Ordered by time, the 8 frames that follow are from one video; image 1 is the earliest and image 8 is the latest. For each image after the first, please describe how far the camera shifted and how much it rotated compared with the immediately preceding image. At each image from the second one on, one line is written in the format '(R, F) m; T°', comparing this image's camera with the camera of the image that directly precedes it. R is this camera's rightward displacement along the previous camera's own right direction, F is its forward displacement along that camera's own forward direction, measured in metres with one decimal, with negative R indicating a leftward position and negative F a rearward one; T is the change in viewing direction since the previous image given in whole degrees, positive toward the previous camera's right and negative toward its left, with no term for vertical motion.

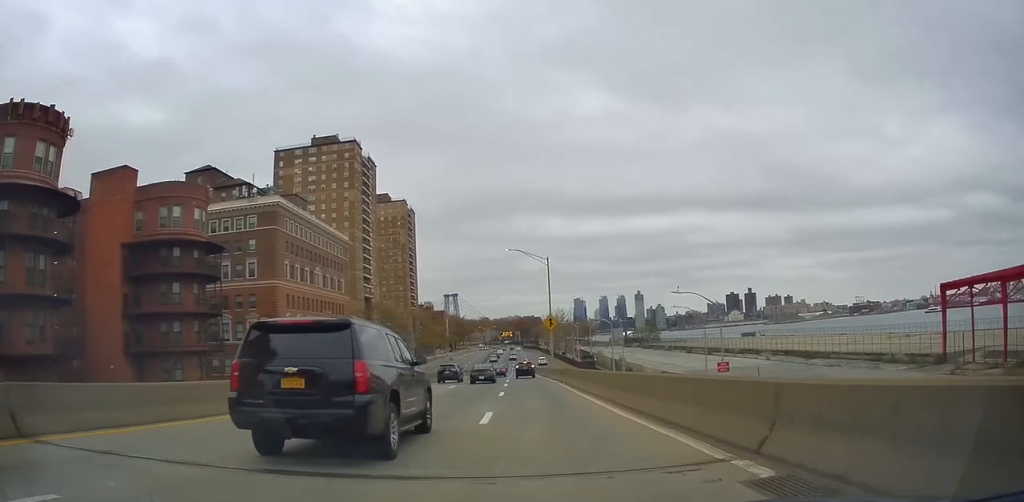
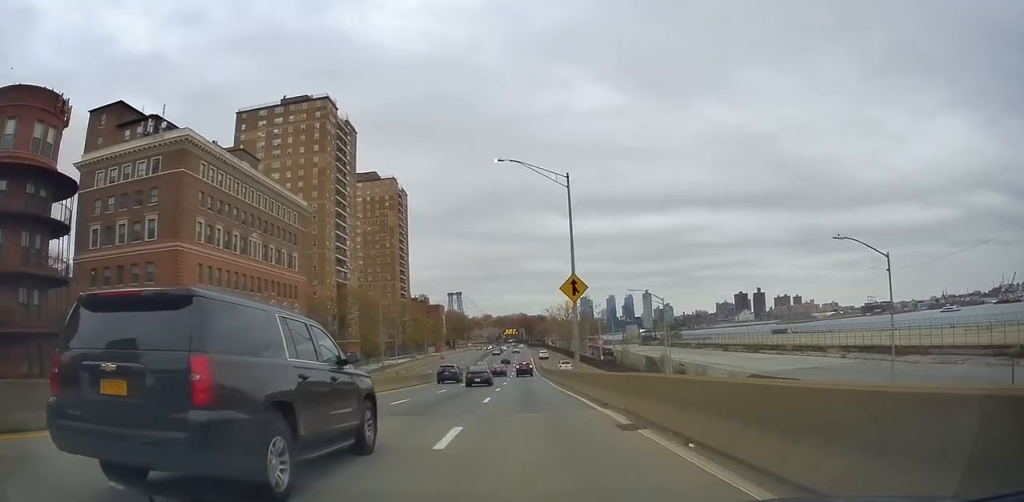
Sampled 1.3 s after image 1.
(+0.4, +26.9) m; +1°
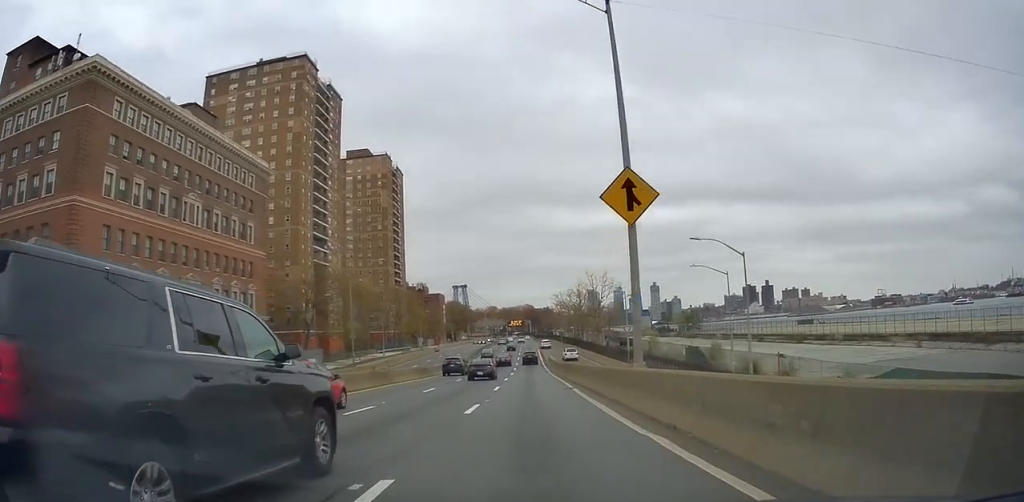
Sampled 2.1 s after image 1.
(+0.2, +17.5) m; 0°
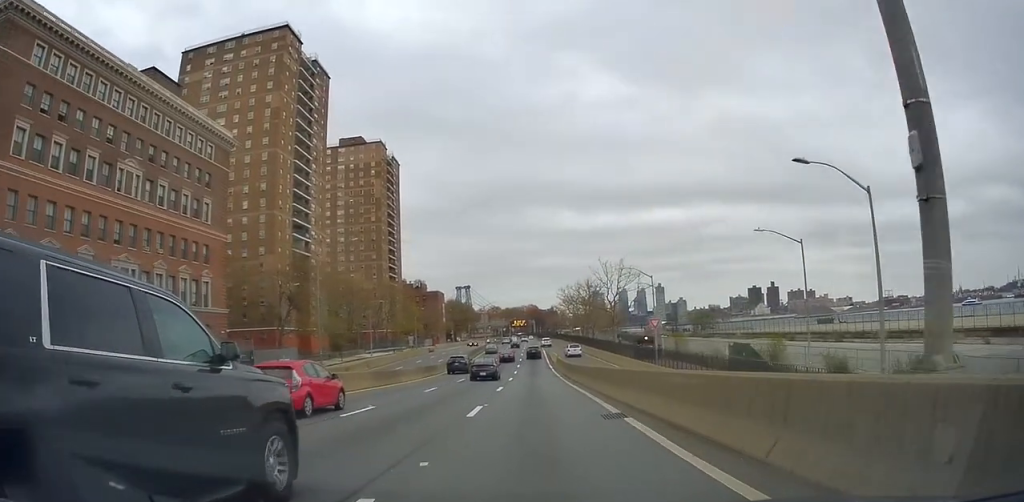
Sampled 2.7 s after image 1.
(-0.3, +12.3) m; 0°
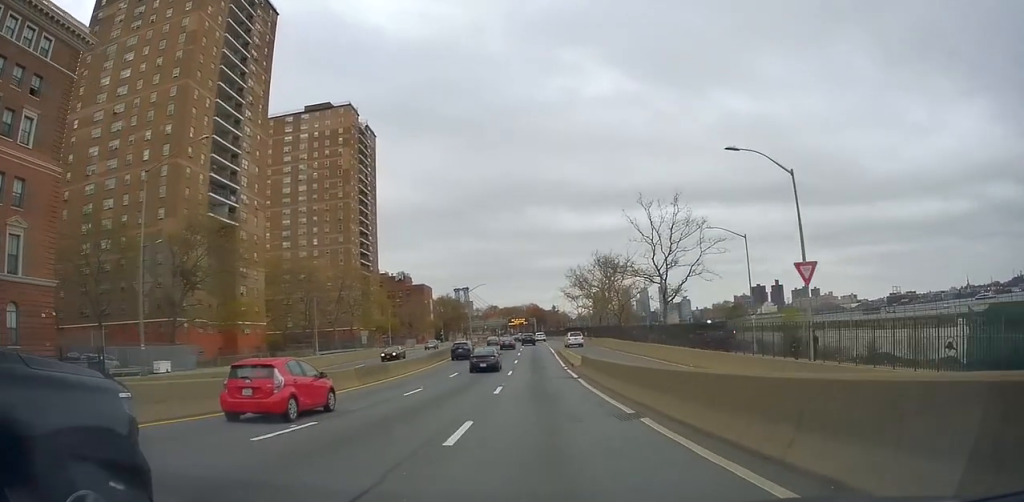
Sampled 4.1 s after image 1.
(+0.3, +28.9) m; 0°
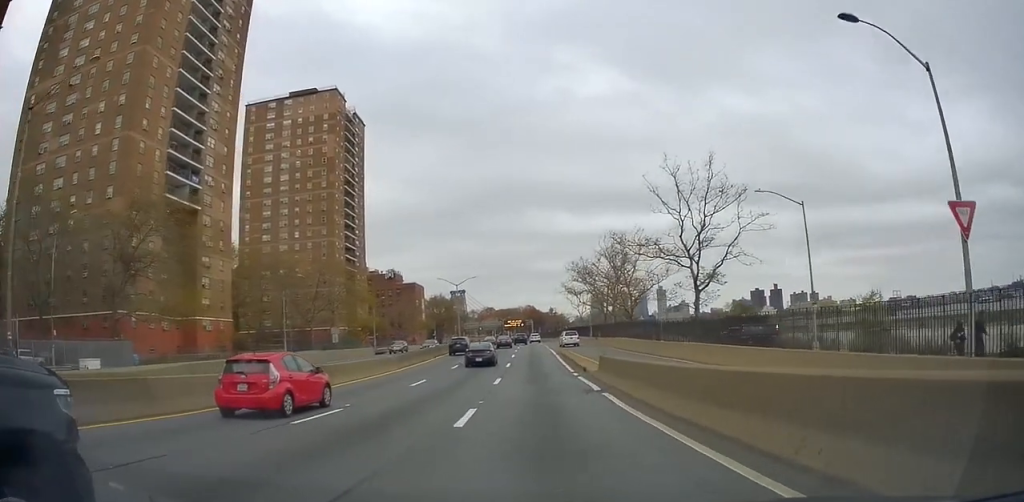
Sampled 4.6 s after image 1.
(-0.2, +10.3) m; -1°
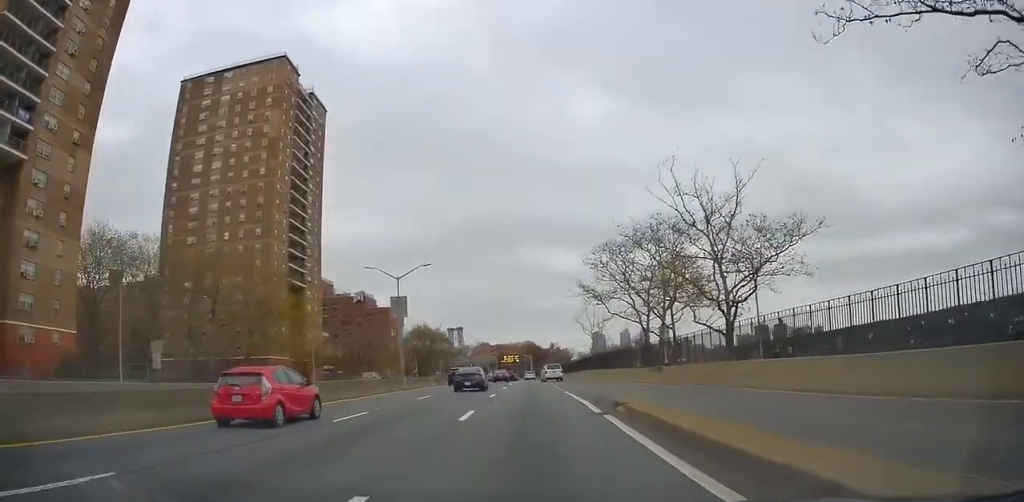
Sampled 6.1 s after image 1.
(-0.1, +33.3) m; +1°
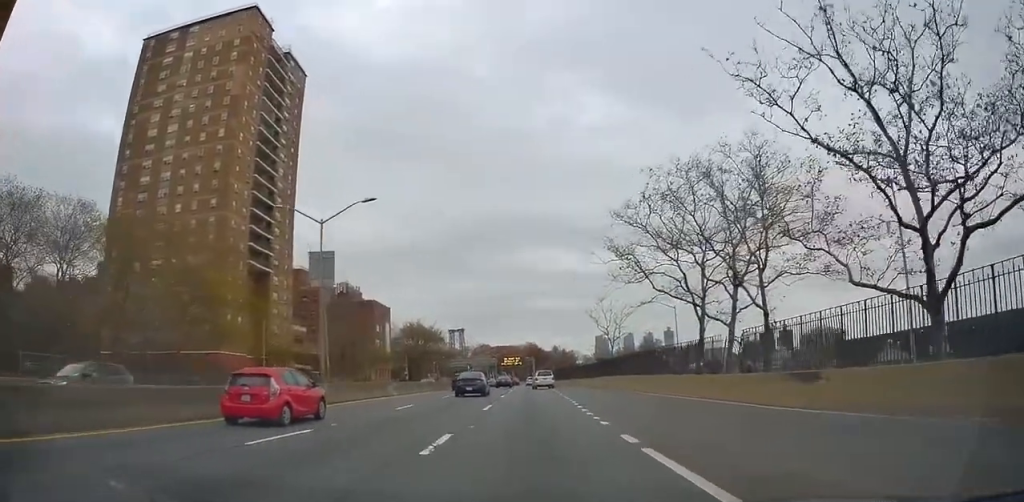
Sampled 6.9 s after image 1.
(+0.3, +17.5) m; 0°
